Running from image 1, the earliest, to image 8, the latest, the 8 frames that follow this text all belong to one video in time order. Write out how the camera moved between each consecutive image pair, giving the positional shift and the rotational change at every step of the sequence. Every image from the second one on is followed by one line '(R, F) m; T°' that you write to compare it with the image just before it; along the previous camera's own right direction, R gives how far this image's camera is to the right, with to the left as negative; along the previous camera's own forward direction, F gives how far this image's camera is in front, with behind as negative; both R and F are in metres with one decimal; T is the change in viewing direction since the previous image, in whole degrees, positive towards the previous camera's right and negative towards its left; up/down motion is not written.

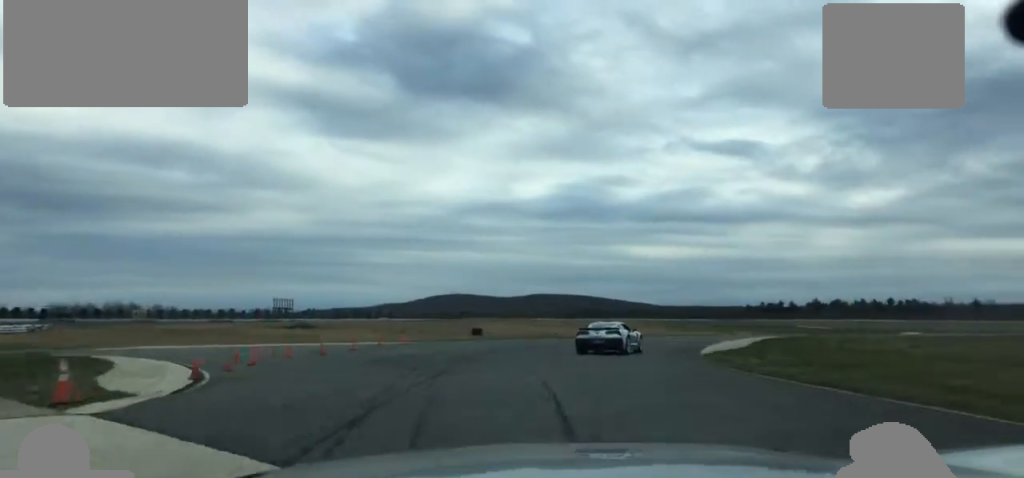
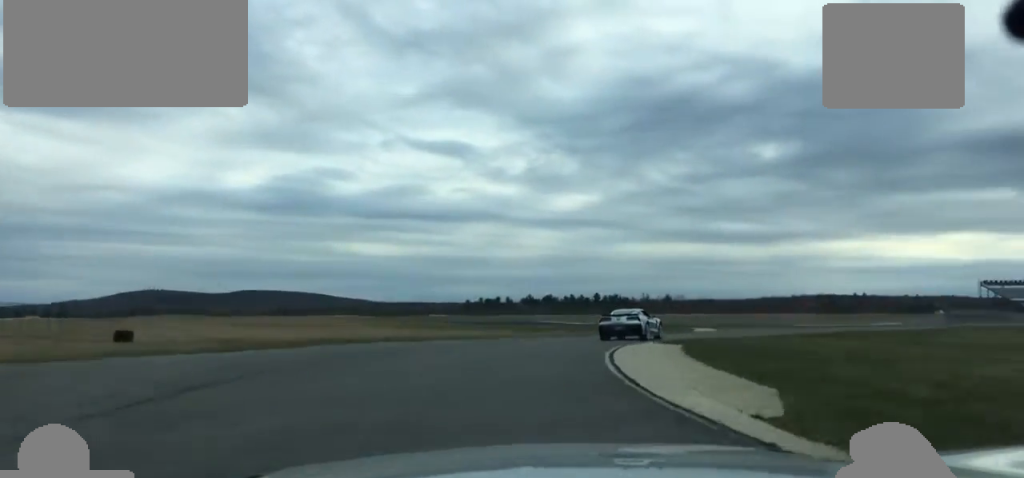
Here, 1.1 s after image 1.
(+4.2, +27.4) m; +18°
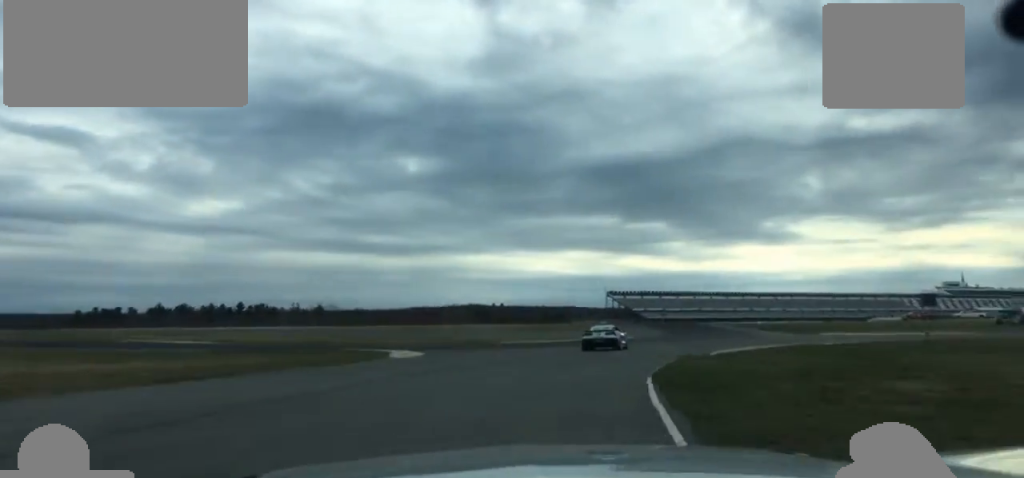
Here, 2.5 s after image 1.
(+6.0, +34.9) m; +23°
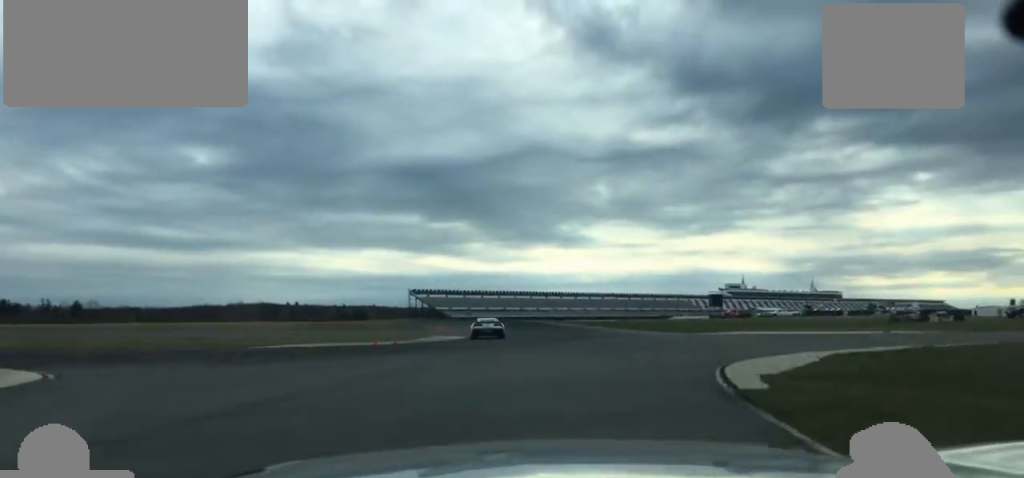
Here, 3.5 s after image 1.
(+3.6, +25.1) m; +12°
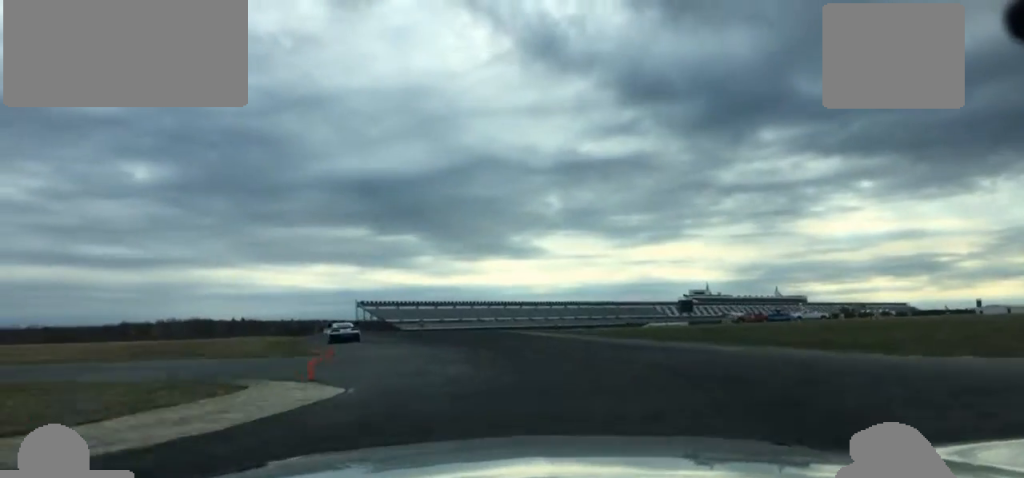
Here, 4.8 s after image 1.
(+2.5, +37.8) m; 0°
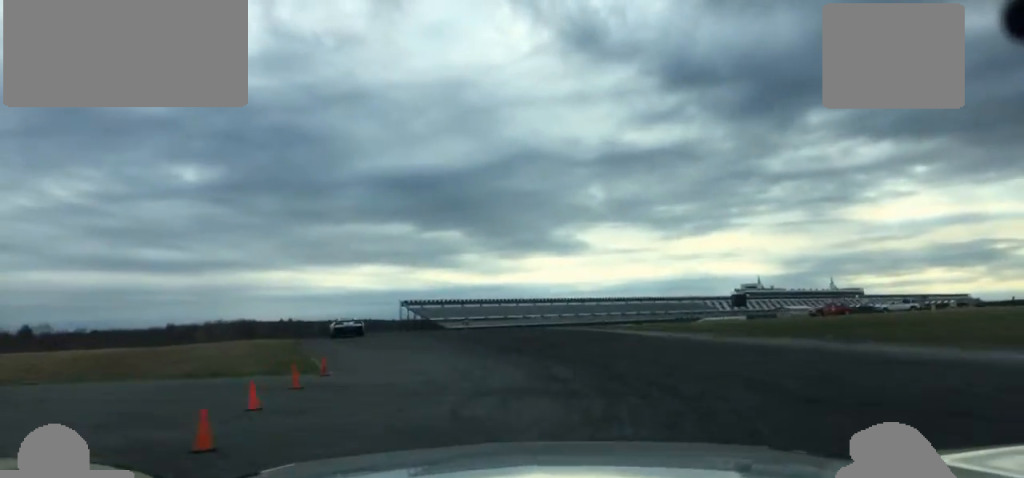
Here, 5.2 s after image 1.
(-0.5, +12.2) m; -2°
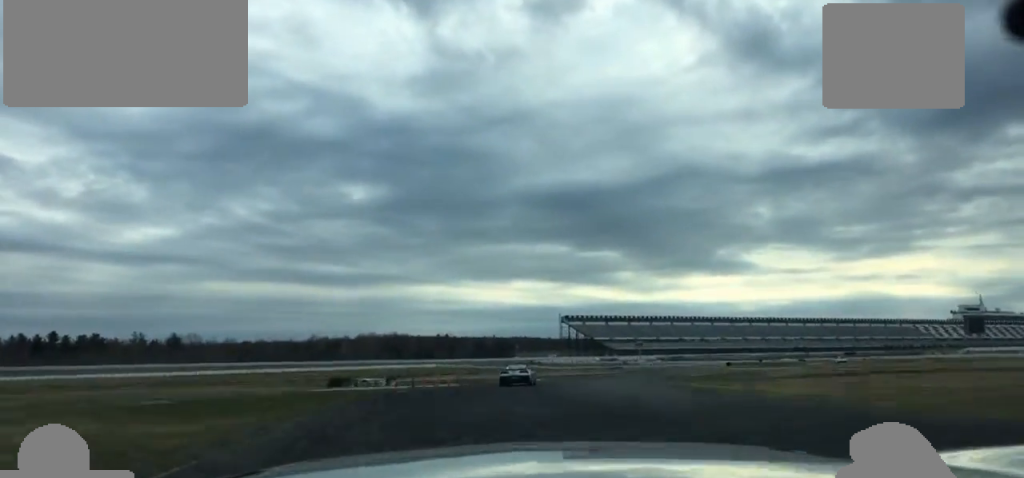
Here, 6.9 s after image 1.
(-3.7, +53.8) m; -4°
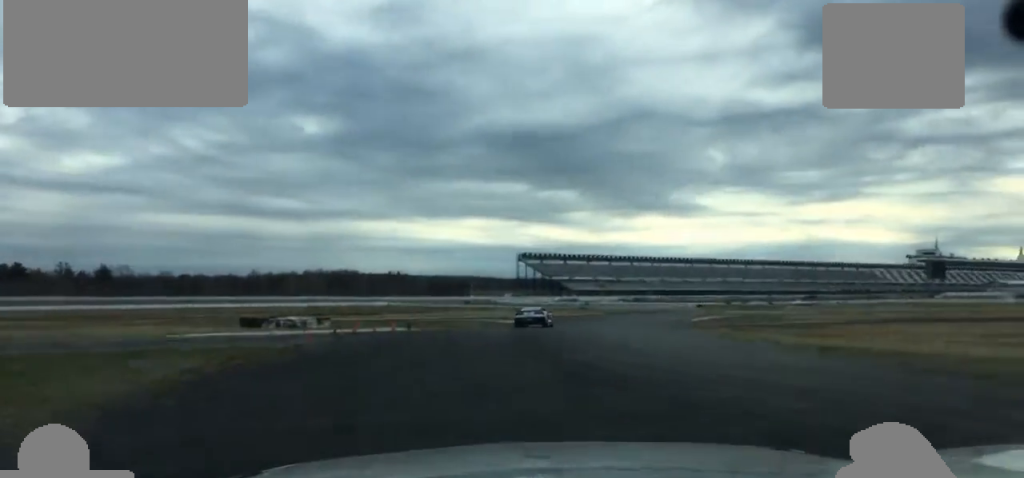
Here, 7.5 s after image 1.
(-0.7, +17.9) m; +2°
